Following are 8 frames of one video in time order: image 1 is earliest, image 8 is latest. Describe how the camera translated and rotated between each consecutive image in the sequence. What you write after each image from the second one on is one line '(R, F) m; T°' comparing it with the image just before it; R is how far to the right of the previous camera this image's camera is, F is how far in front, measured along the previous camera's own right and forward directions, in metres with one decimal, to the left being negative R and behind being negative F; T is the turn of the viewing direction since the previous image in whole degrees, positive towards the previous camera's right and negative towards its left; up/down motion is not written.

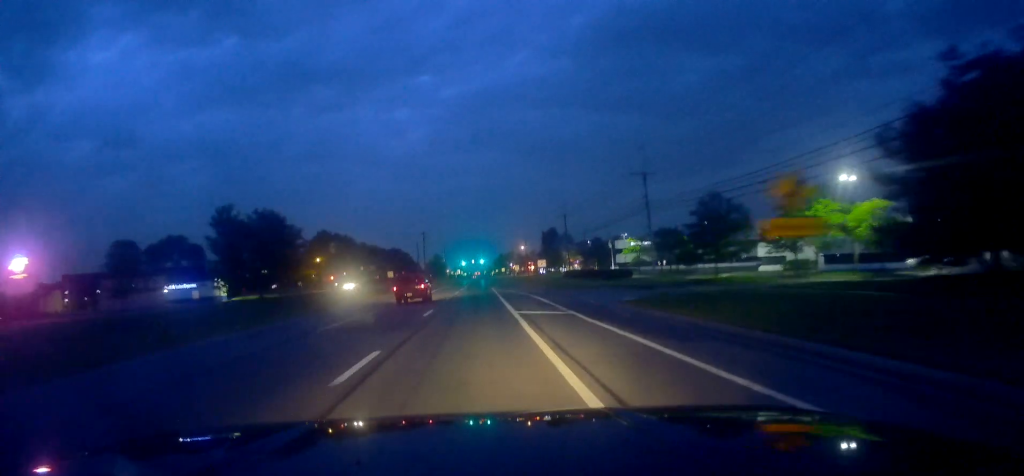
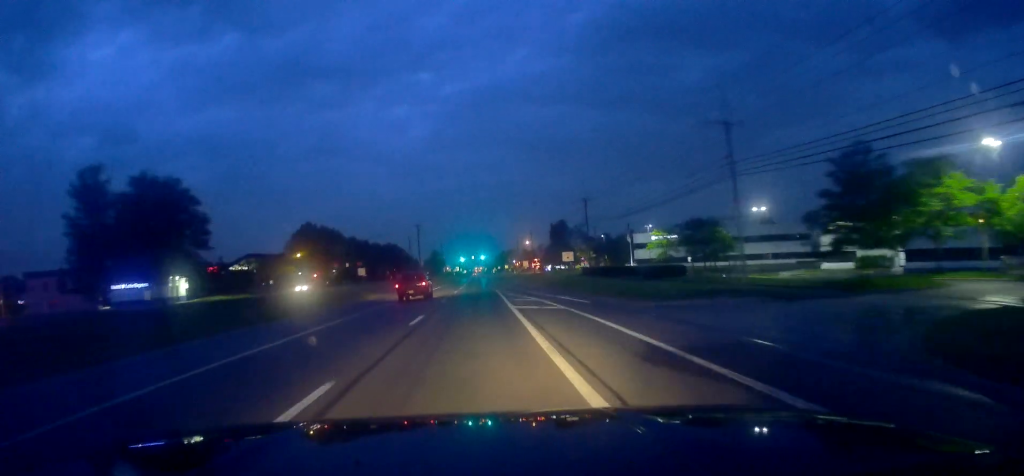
(+0.2, +20.2) m; 0°
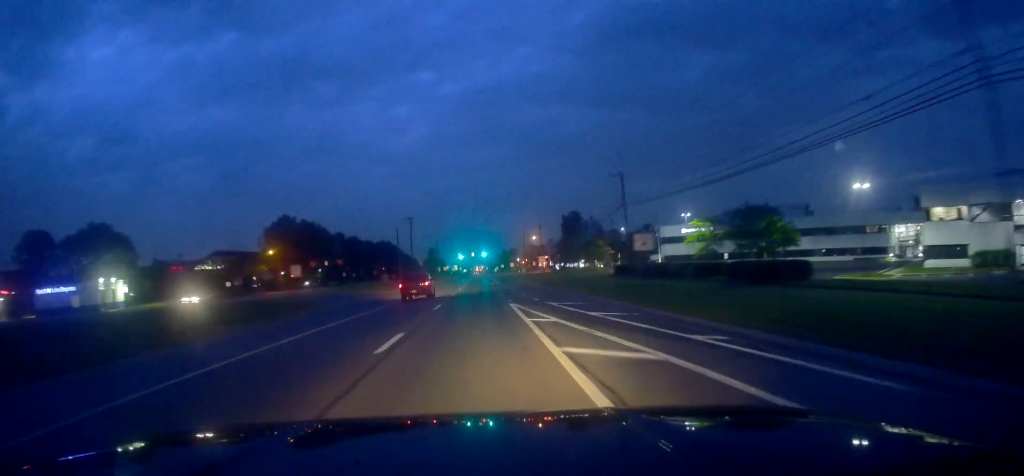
(0.0, +22.6) m; -1°
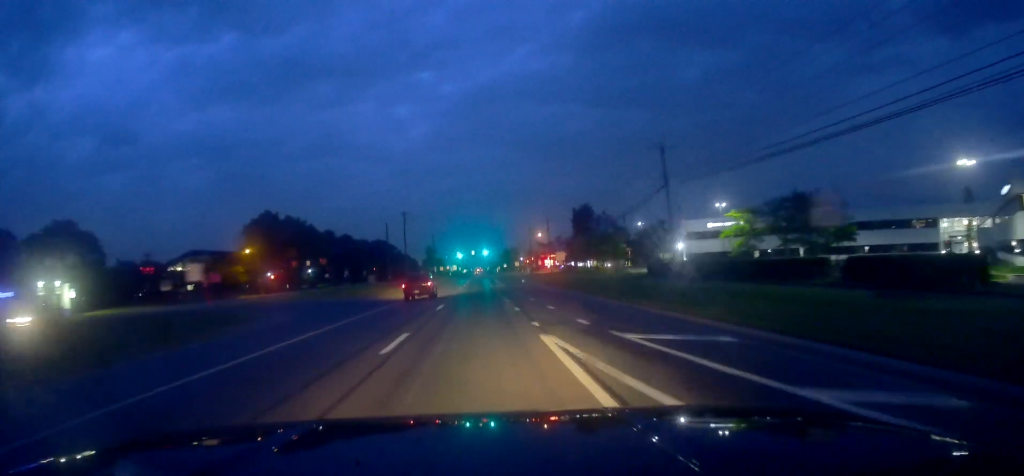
(-0.1, +14.9) m; -1°
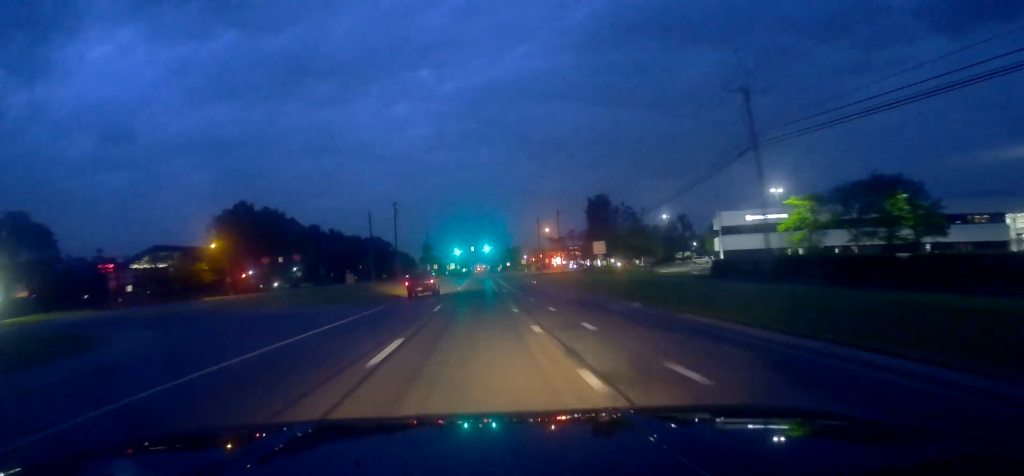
(-0.3, +17.2) m; 0°
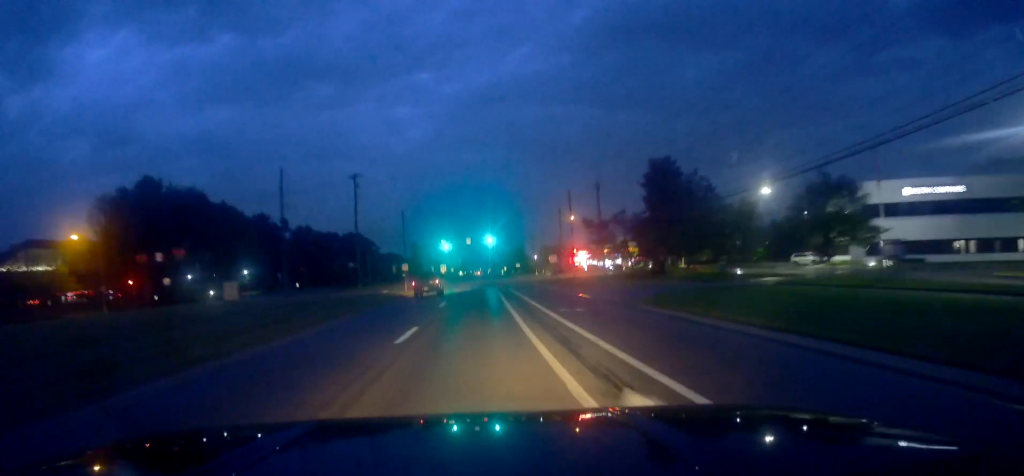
(+0.5, +41.4) m; +1°
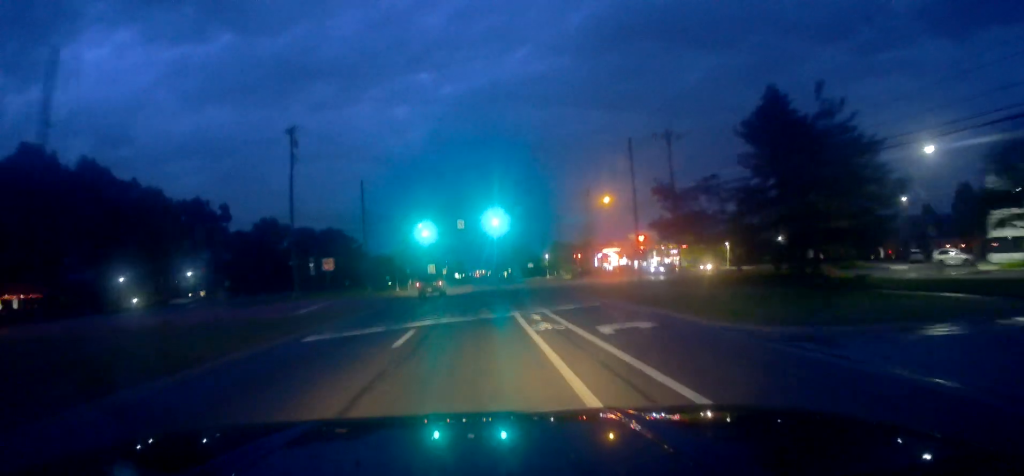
(+0.1, +30.8) m; +1°
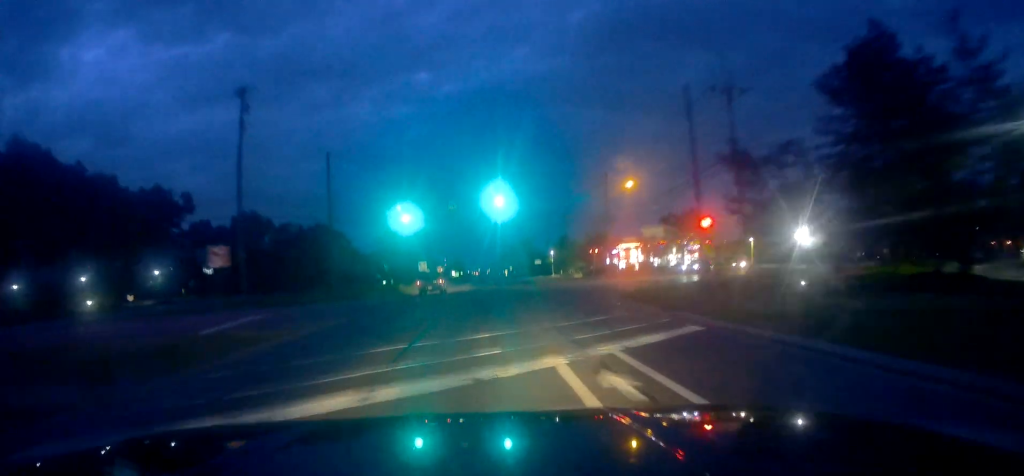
(+0.1, +12.9) m; 0°
